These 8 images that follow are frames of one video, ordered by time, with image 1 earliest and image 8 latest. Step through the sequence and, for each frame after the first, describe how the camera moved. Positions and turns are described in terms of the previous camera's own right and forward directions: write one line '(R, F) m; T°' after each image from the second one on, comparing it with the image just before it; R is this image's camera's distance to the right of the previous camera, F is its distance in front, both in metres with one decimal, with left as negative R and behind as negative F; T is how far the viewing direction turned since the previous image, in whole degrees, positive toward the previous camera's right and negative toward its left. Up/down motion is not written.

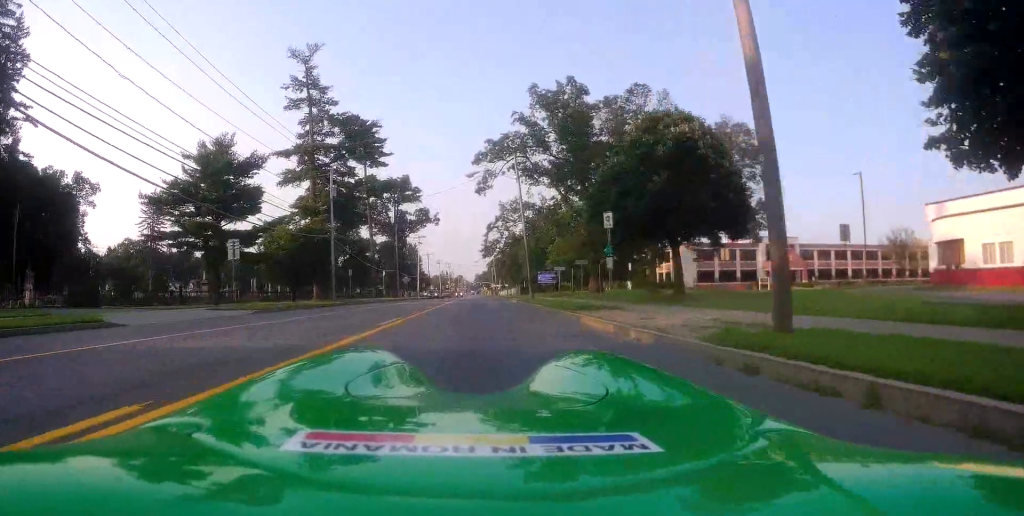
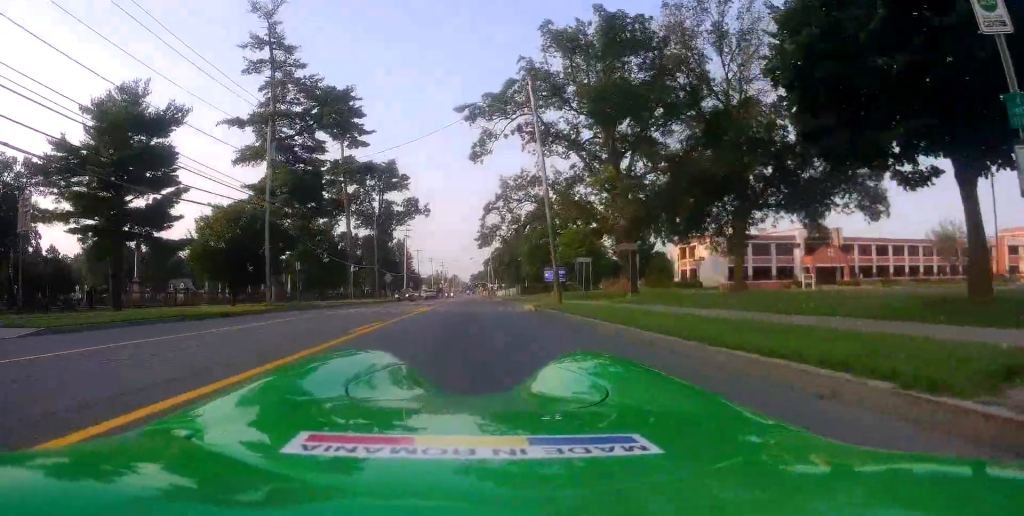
(0.0, +13.8) m; 0°
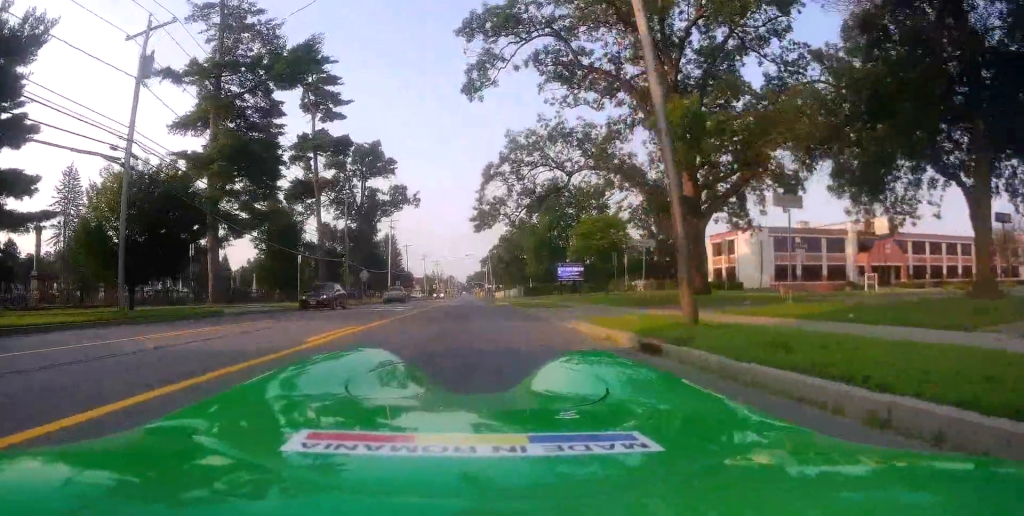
(0.0, +14.4) m; 0°
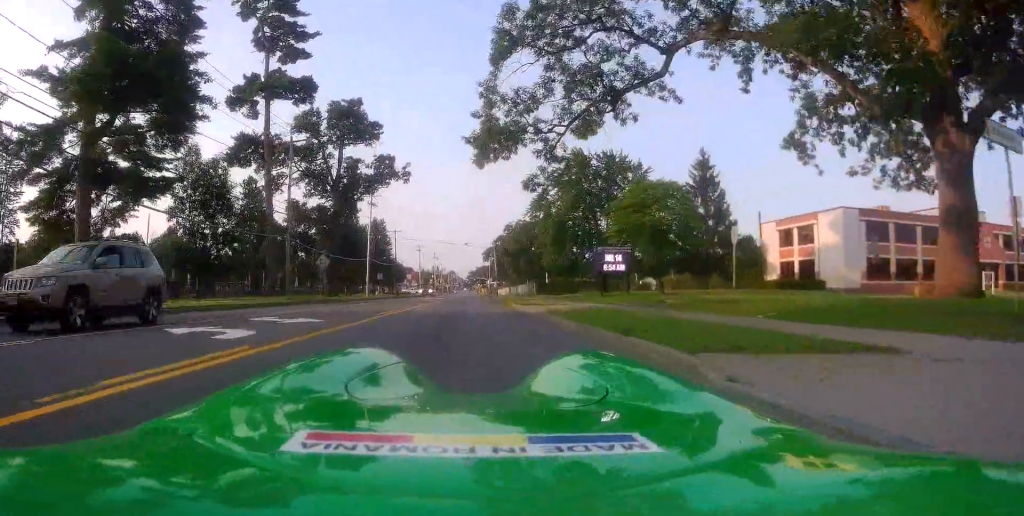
(0.0, +17.6) m; -2°
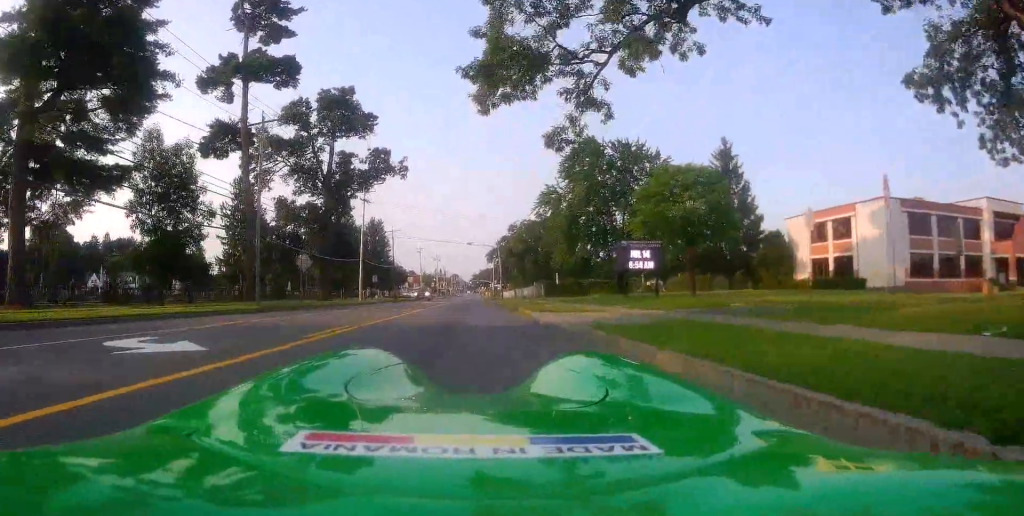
(-0.2, +6.0) m; 0°
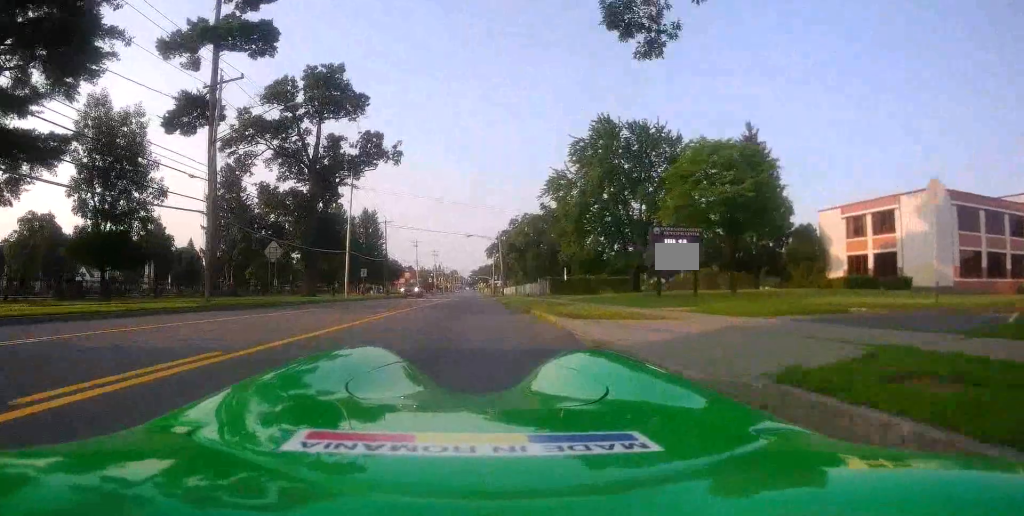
(-0.1, +6.0) m; 0°
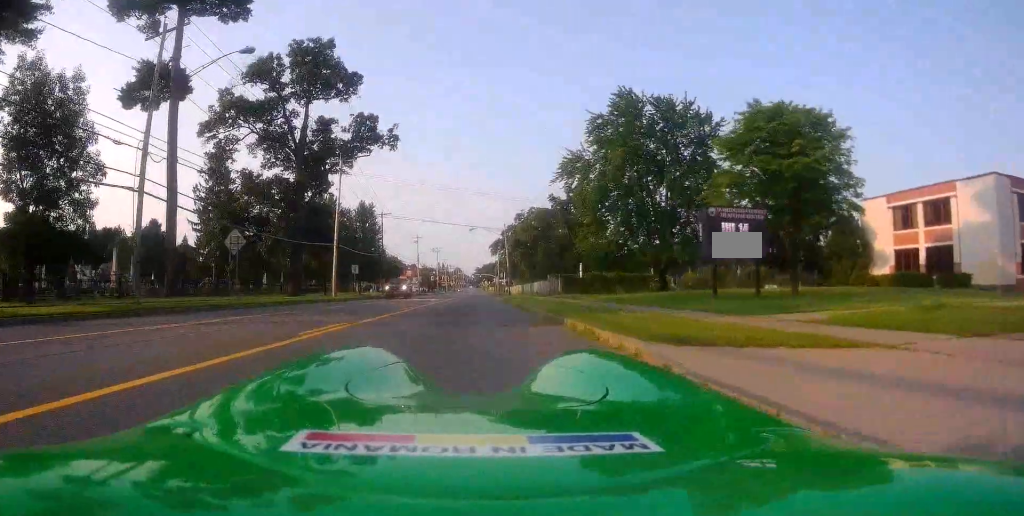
(+0.2, +6.6) m; +1°
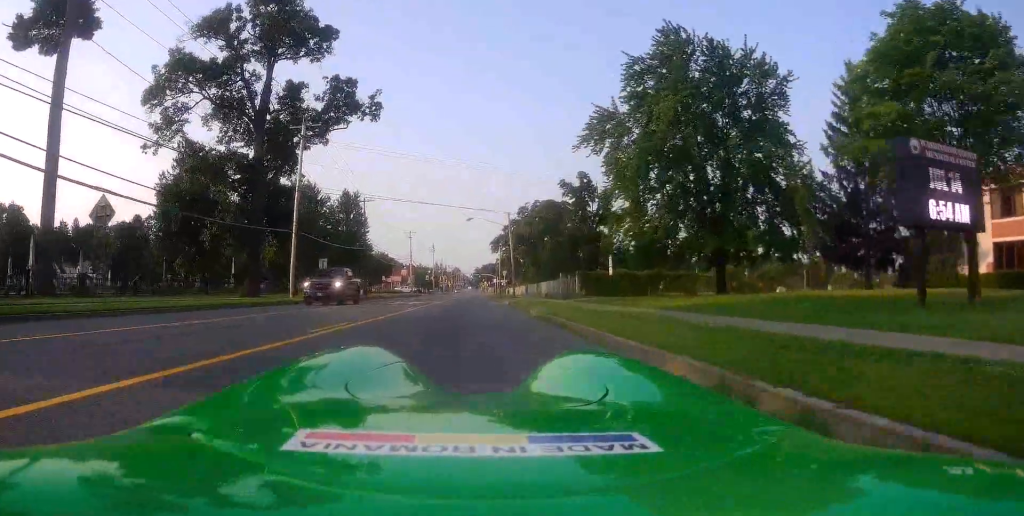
(+0.1, +11.0) m; 0°
